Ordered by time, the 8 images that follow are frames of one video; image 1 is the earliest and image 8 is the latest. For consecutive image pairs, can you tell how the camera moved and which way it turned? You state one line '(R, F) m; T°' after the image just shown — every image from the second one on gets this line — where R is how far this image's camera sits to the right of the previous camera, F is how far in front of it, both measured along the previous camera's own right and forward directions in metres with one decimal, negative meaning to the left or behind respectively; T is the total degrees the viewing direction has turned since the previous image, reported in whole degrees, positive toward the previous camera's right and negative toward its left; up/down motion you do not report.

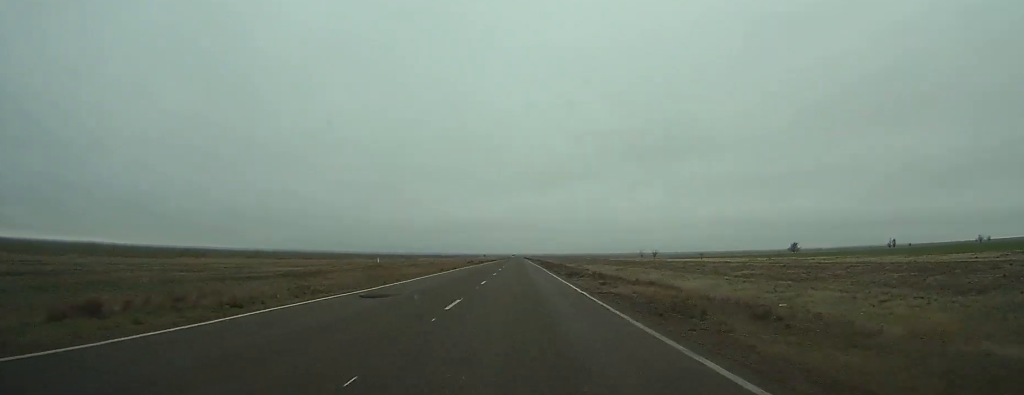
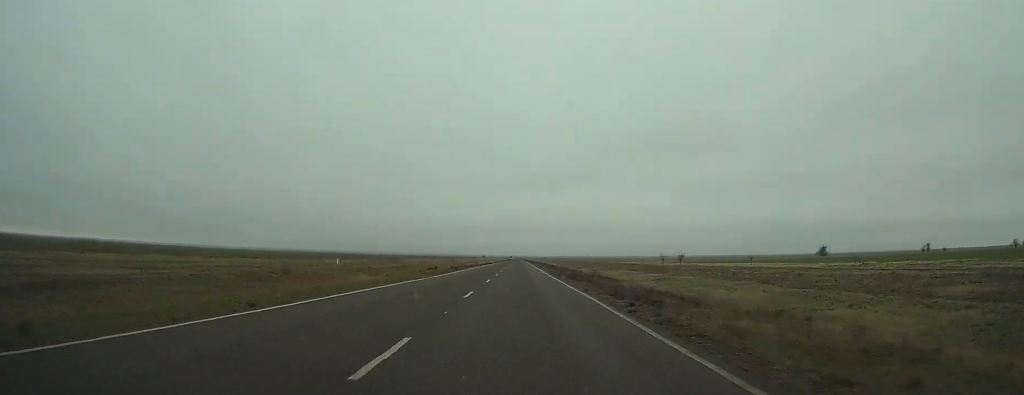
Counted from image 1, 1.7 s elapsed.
(+0.1, +42.3) m; 0°
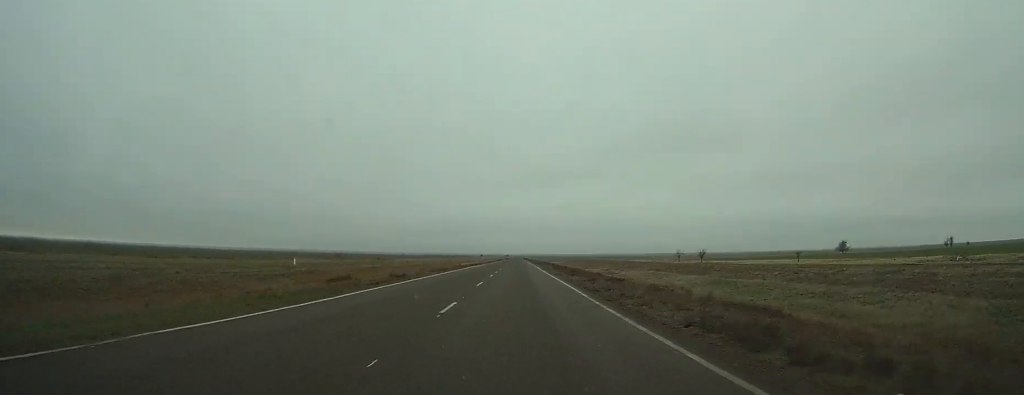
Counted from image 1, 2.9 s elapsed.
(0.0, +29.9) m; 0°
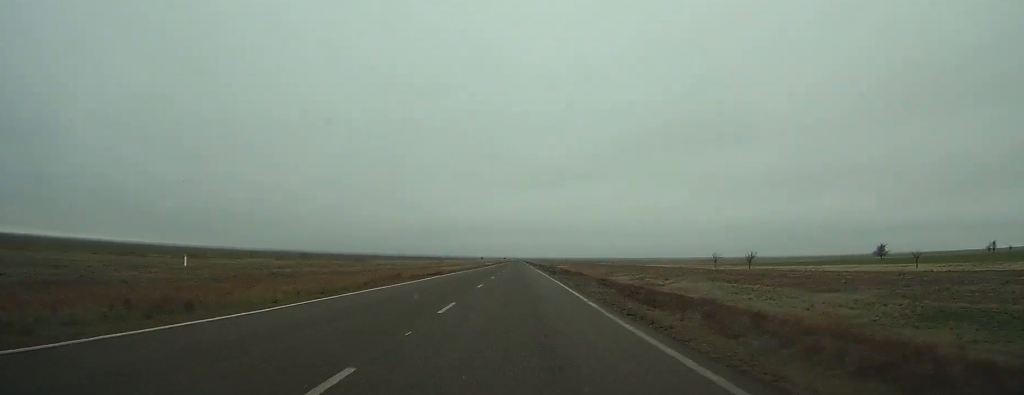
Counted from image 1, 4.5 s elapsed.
(0.0, +44.0) m; 0°
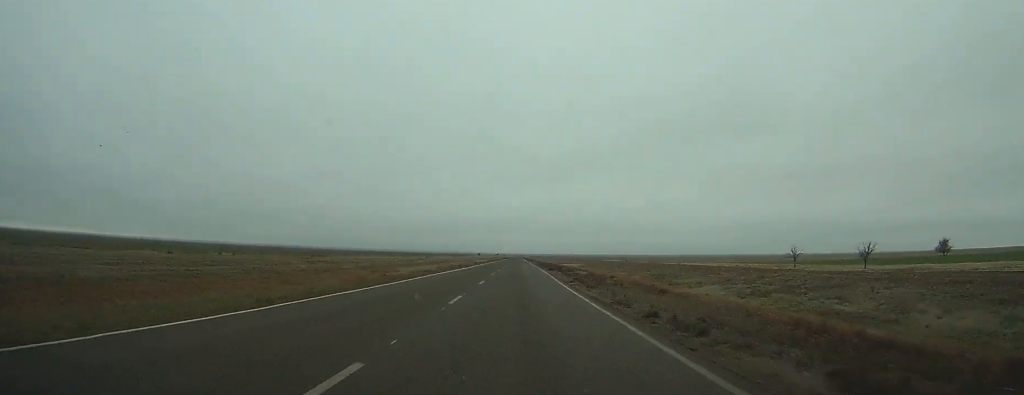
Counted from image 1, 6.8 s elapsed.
(0.0, +58.4) m; 0°
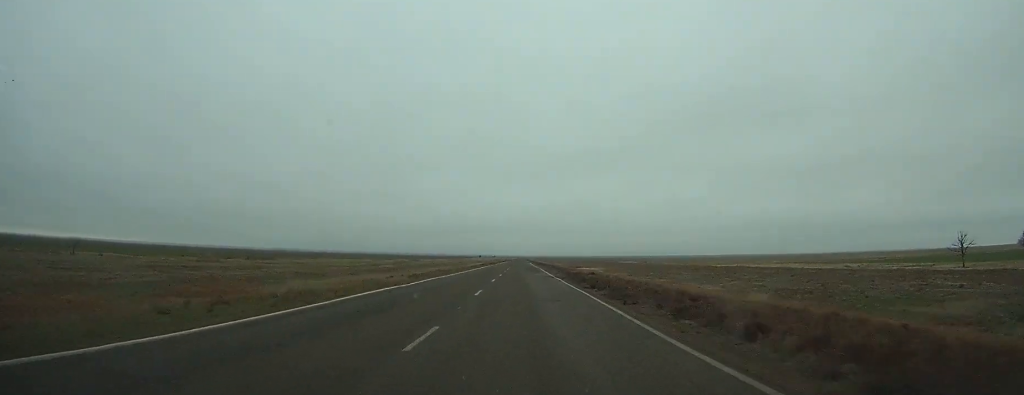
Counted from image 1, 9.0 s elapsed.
(-0.1, +54.2) m; 0°
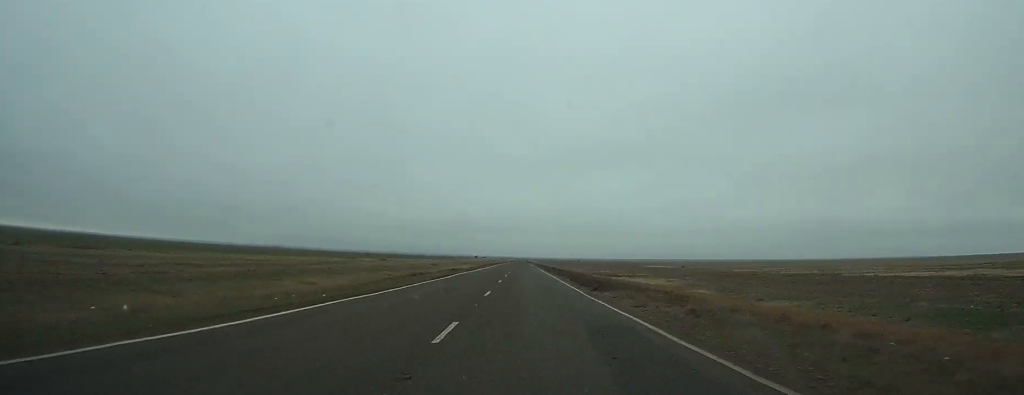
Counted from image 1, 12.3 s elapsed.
(-0.2, +81.6) m; 0°
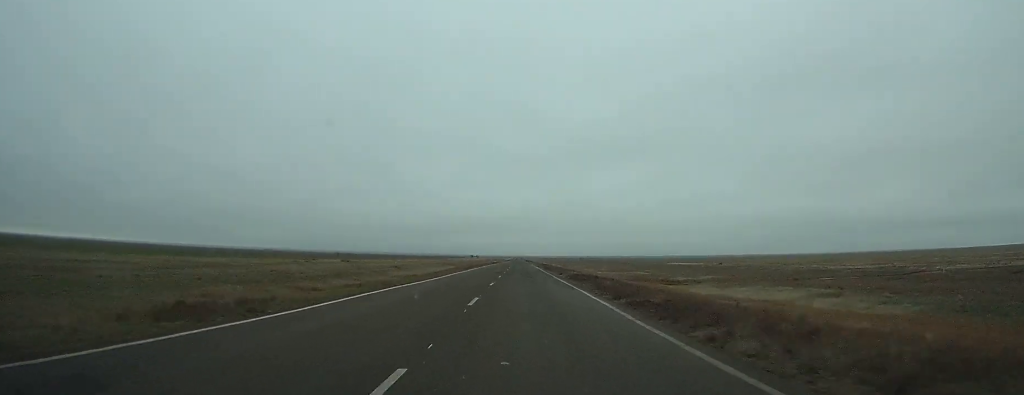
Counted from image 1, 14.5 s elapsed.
(0.0, +55.3) m; 0°
